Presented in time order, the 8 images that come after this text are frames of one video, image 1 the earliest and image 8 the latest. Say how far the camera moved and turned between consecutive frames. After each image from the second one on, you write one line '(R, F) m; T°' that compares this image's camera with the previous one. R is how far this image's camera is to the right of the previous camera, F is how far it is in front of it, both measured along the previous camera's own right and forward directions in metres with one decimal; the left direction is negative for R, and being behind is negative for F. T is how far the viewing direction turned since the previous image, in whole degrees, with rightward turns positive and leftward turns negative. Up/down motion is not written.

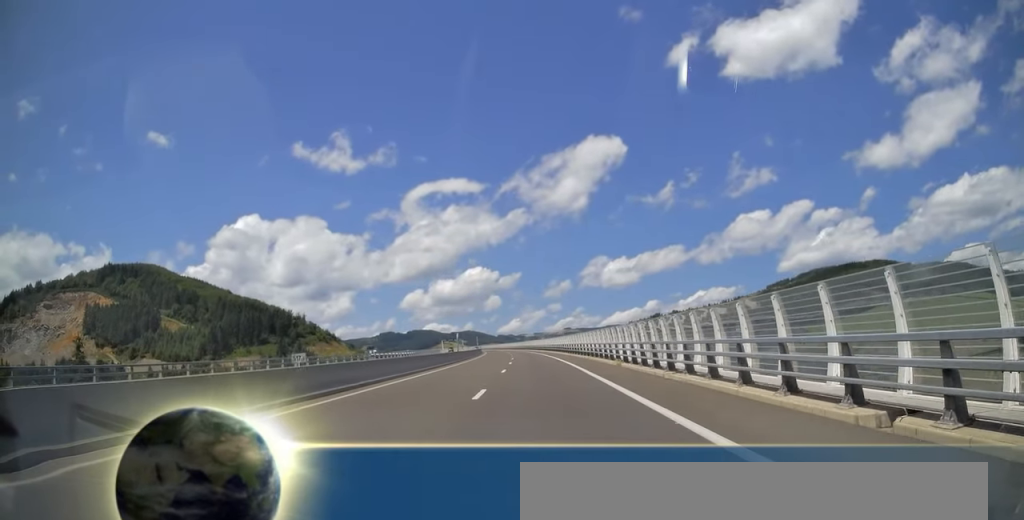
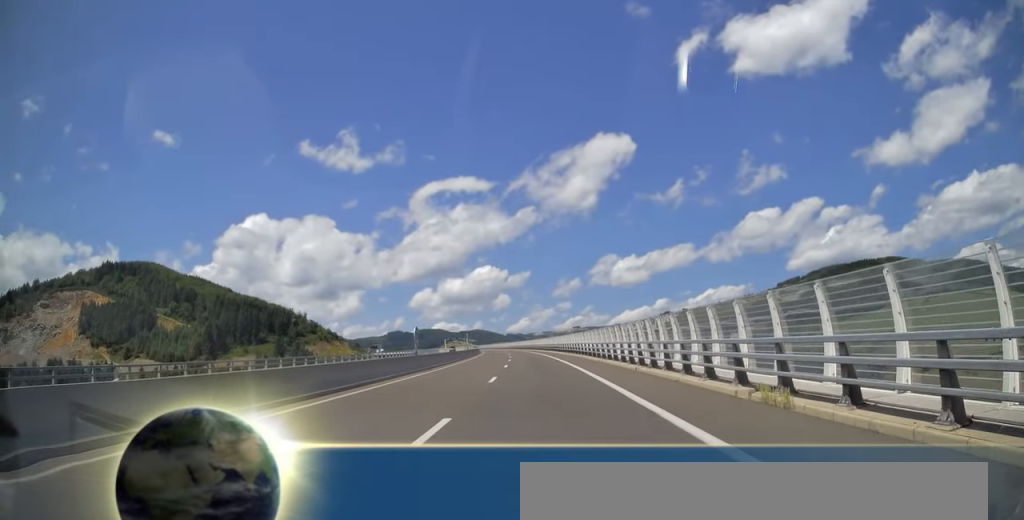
(0.0, +19.9) m; 0°
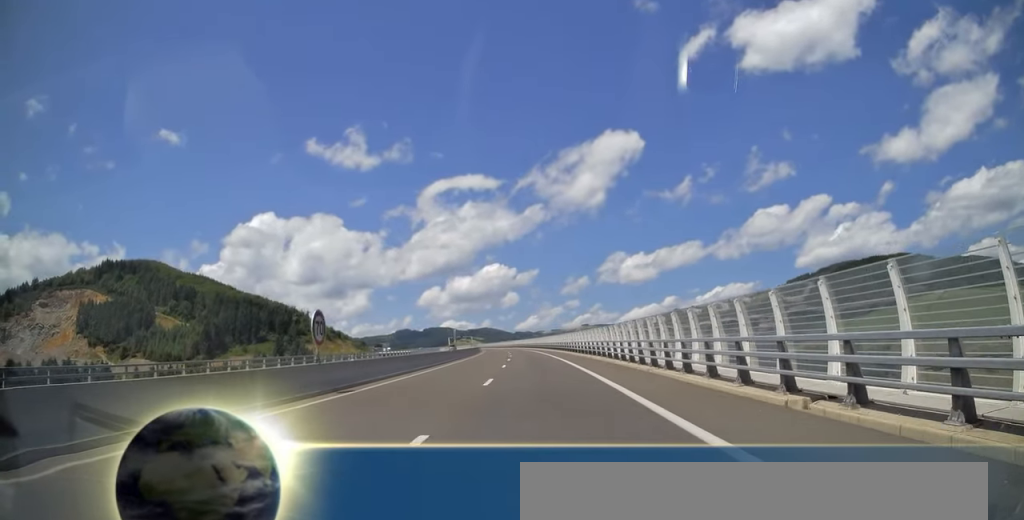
(0.0, +15.1) m; 0°
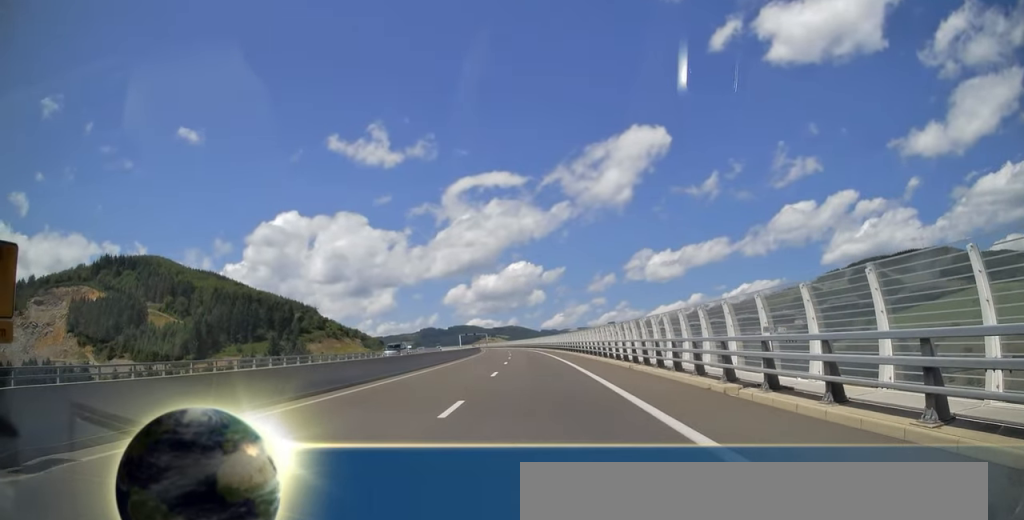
(0.0, +47.0) m; 0°
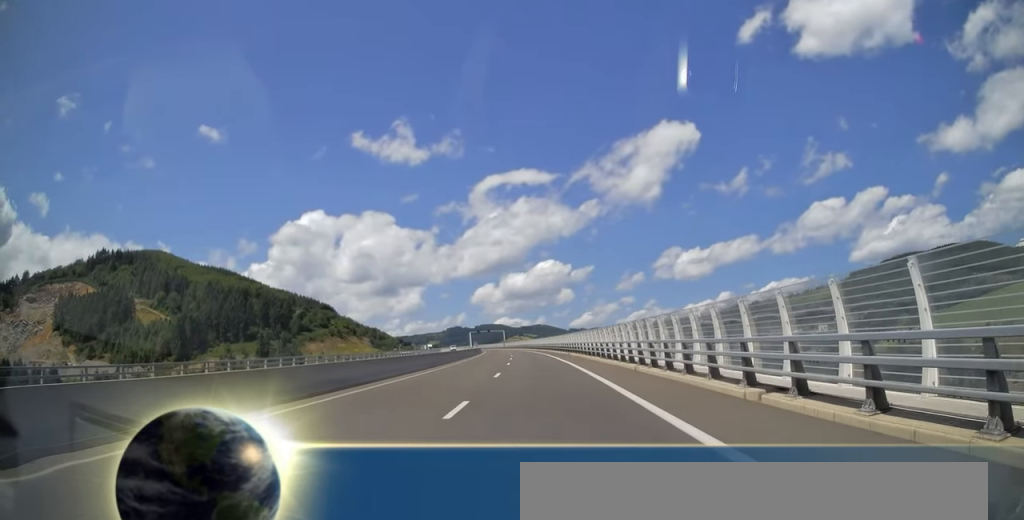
(0.0, +52.3) m; 0°
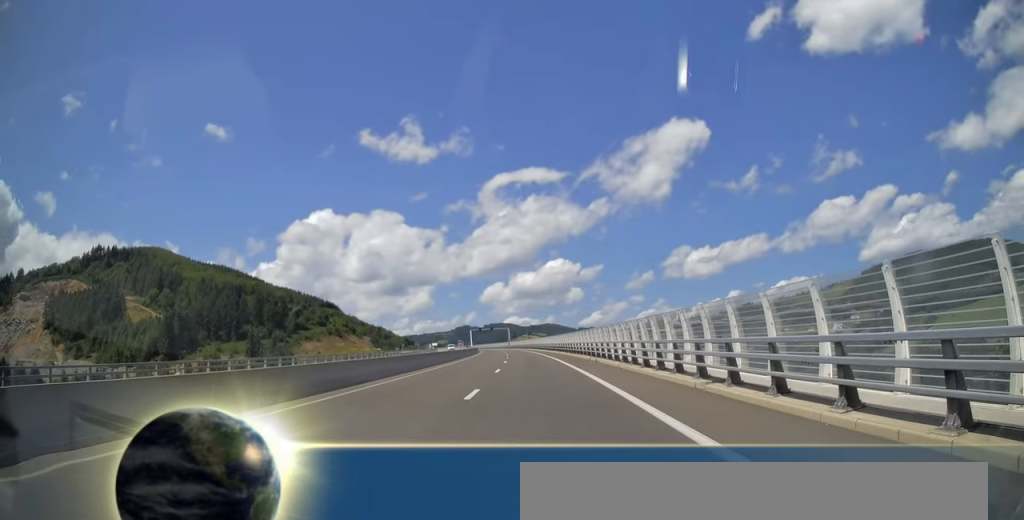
(0.0, +22.5) m; 0°
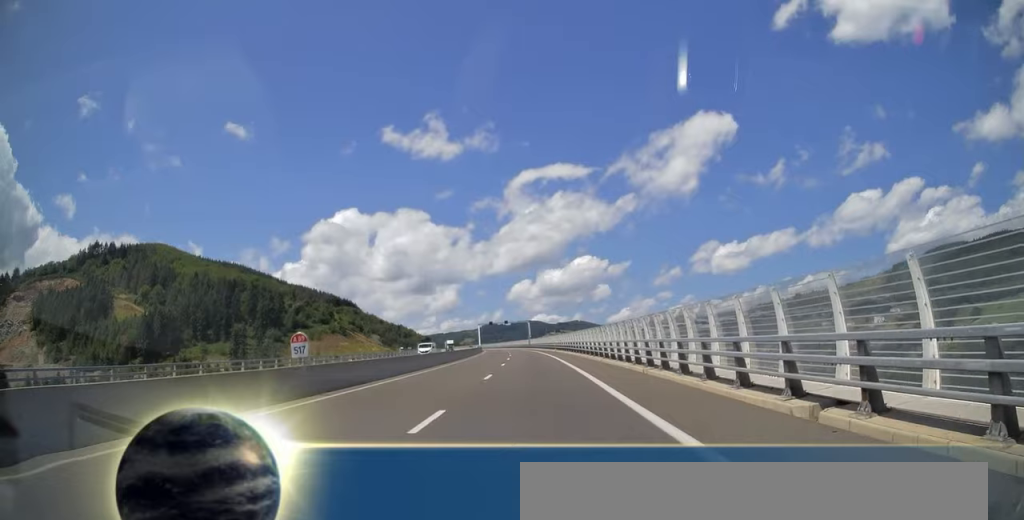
(0.0, +44.4) m; -1°
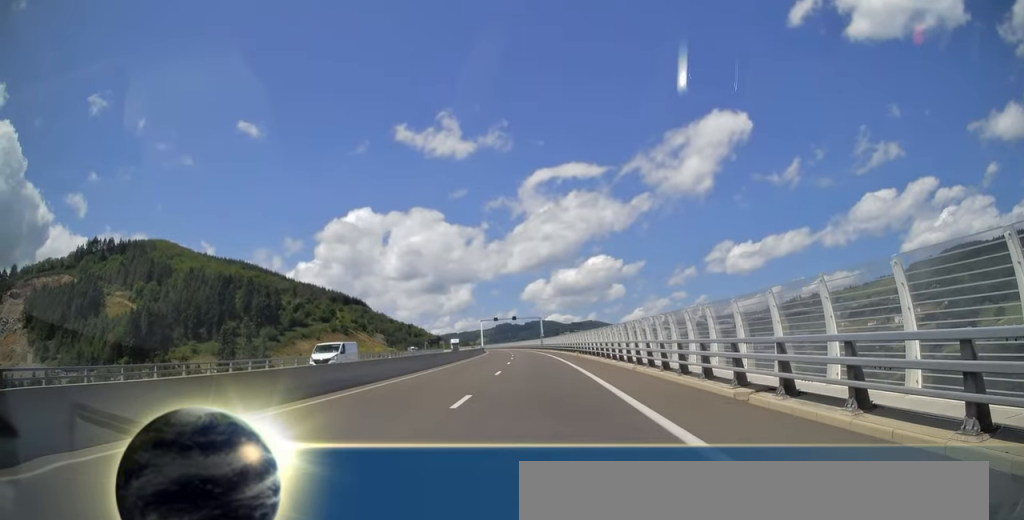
(+0.4, +22.4) m; -4°
